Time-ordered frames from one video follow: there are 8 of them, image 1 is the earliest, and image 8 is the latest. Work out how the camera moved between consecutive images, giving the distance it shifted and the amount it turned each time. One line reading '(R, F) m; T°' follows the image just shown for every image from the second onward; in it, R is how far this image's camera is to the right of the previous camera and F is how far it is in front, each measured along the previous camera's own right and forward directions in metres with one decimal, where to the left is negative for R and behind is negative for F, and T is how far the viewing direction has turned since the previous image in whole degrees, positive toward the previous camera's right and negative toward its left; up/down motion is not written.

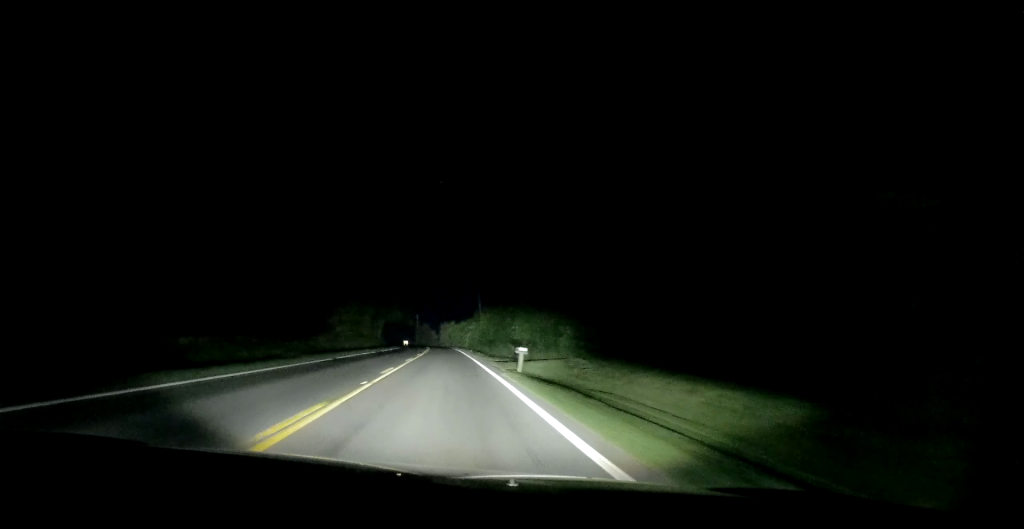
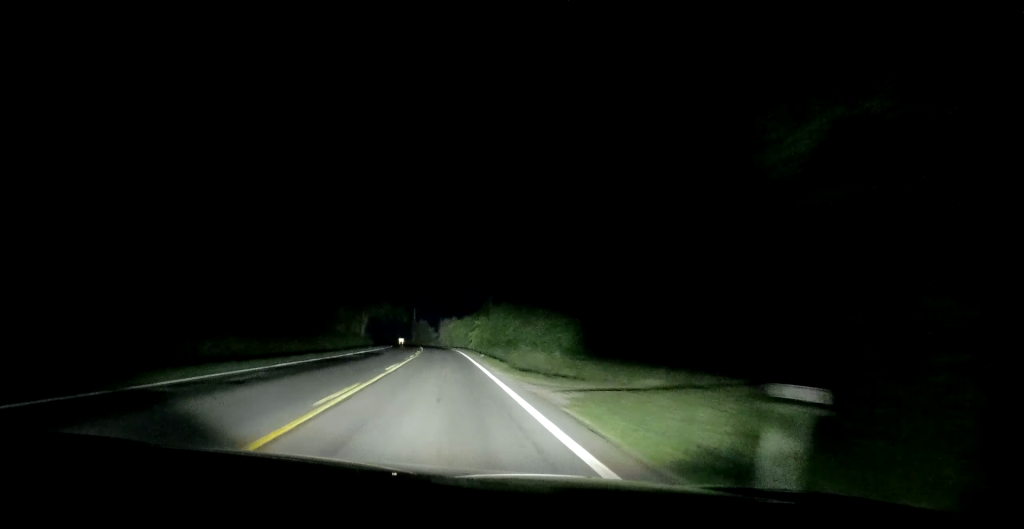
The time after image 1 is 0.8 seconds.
(+0.1, +20.0) m; -1°
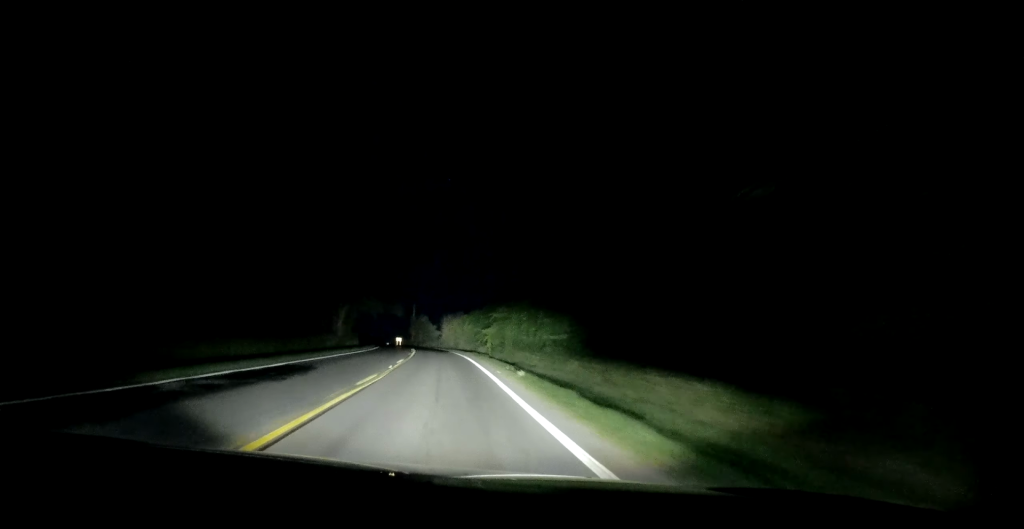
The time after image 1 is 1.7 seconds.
(-0.5, +20.5) m; -1°
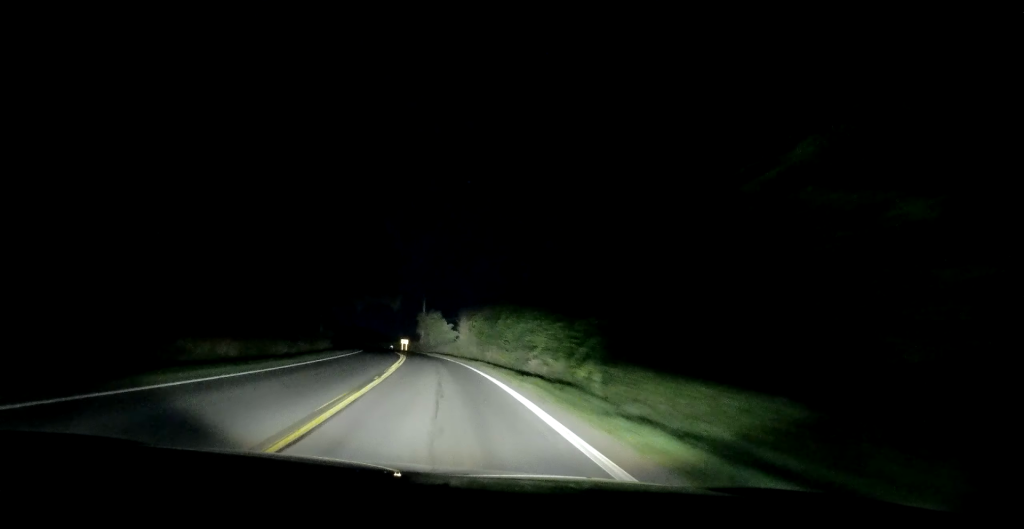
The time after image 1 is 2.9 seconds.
(-0.1, +29.0) m; 0°
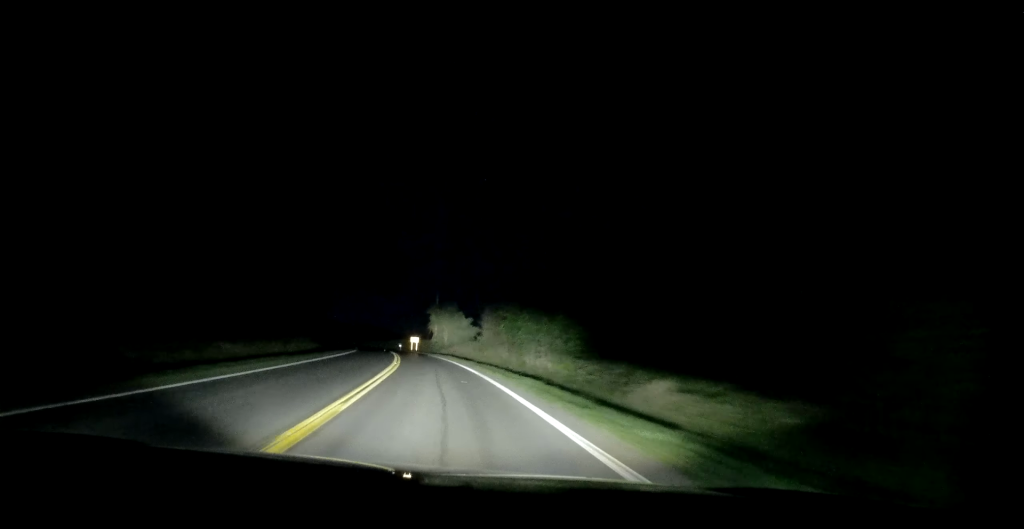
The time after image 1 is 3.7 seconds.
(0.0, +17.2) m; 0°
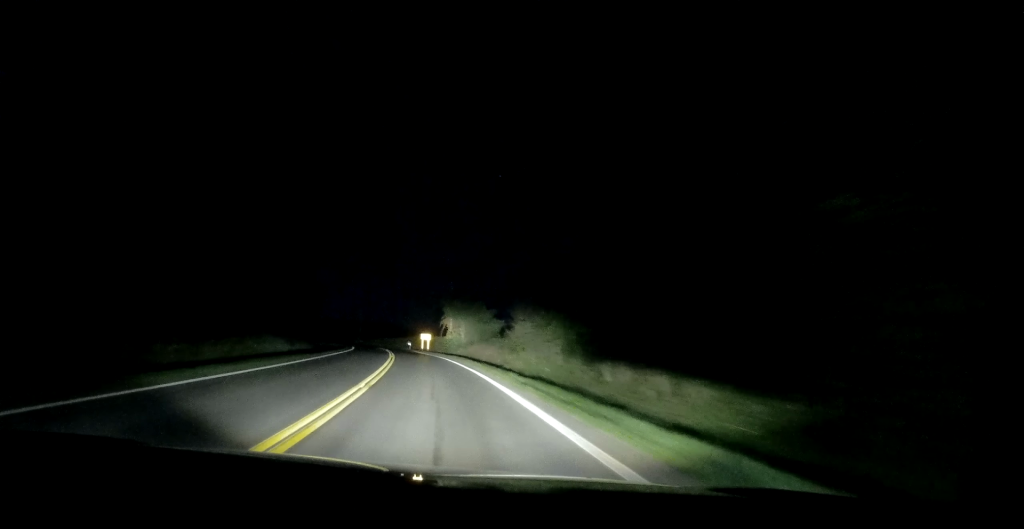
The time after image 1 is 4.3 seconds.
(0.0, +14.9) m; -1°
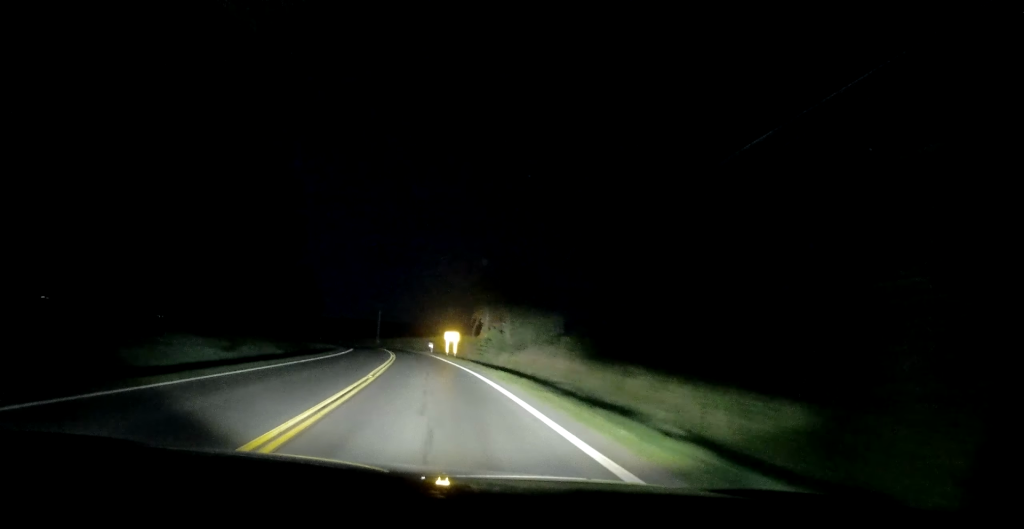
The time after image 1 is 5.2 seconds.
(-0.1, +20.5) m; -2°
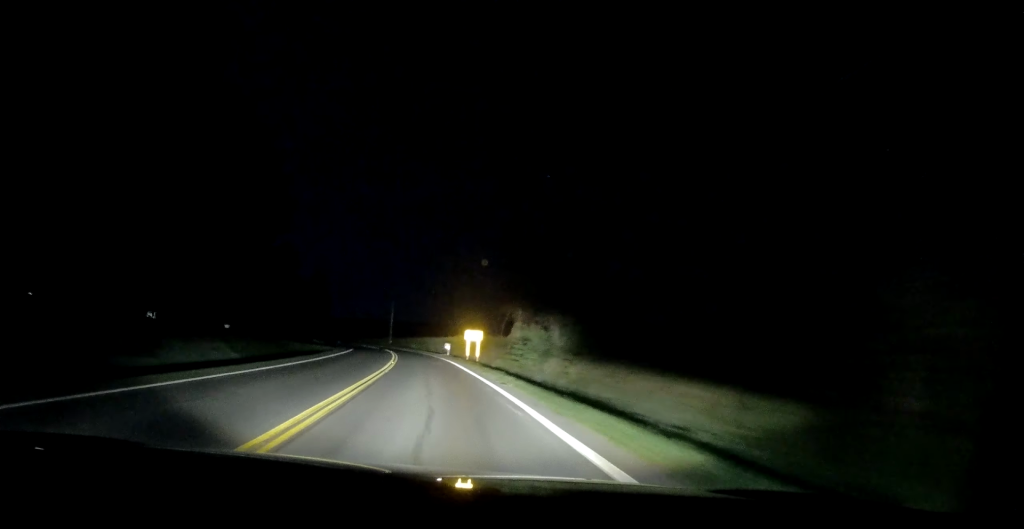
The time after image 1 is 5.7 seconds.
(0.0, +11.9) m; -2°
